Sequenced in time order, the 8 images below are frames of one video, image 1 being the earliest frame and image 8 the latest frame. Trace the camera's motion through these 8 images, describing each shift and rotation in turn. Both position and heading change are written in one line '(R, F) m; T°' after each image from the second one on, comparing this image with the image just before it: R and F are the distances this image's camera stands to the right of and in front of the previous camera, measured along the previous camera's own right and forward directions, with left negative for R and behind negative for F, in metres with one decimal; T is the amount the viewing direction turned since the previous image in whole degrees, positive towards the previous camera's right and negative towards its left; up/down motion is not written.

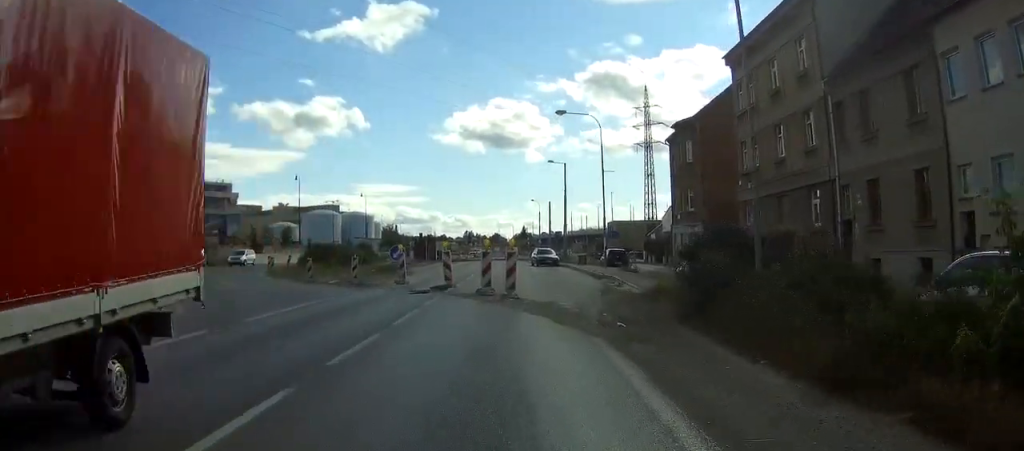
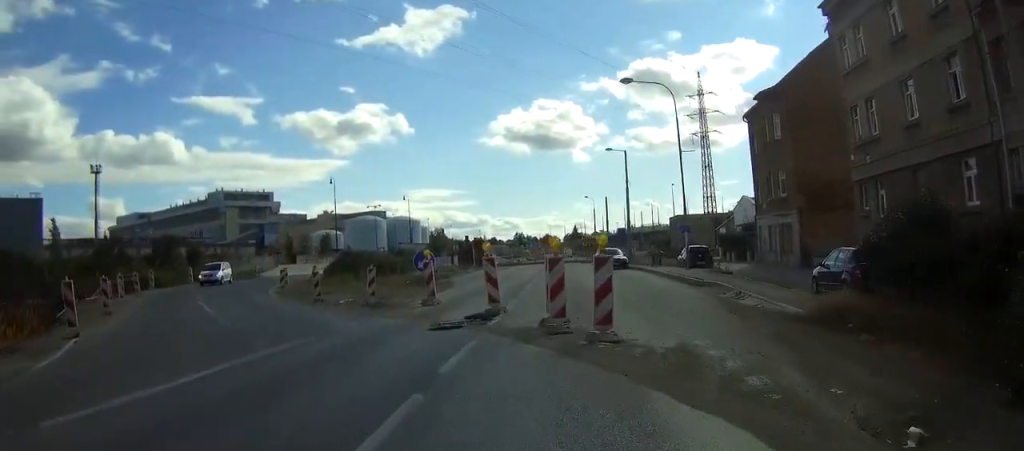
(+0.1, +9.2) m; 0°
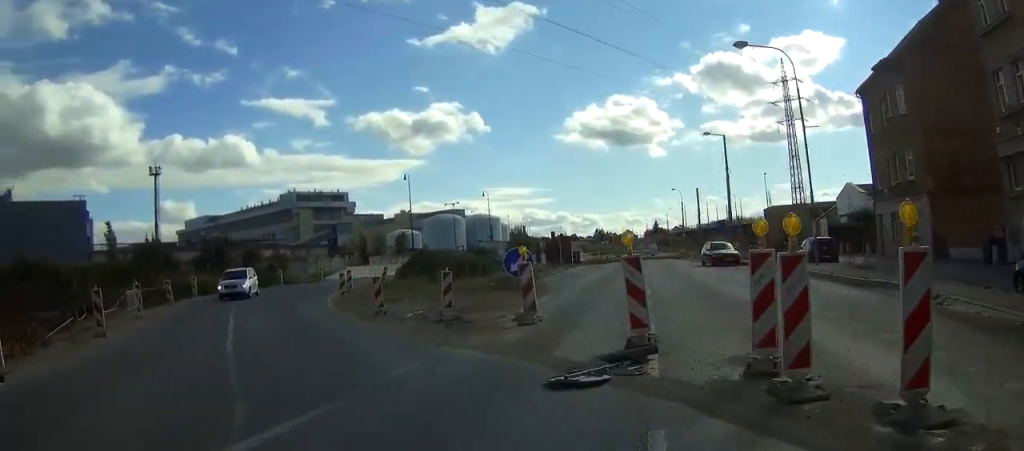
(-0.1, +6.3) m; -3°
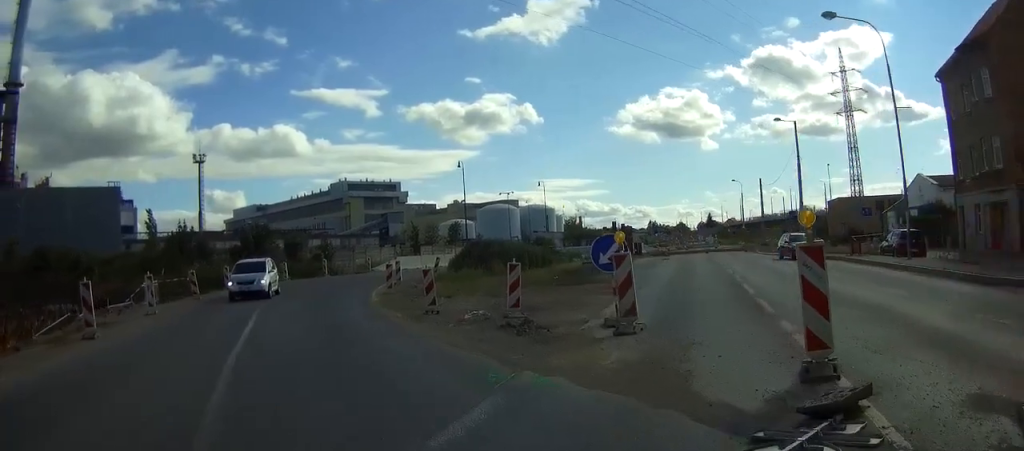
(0.0, +3.7) m; -3°
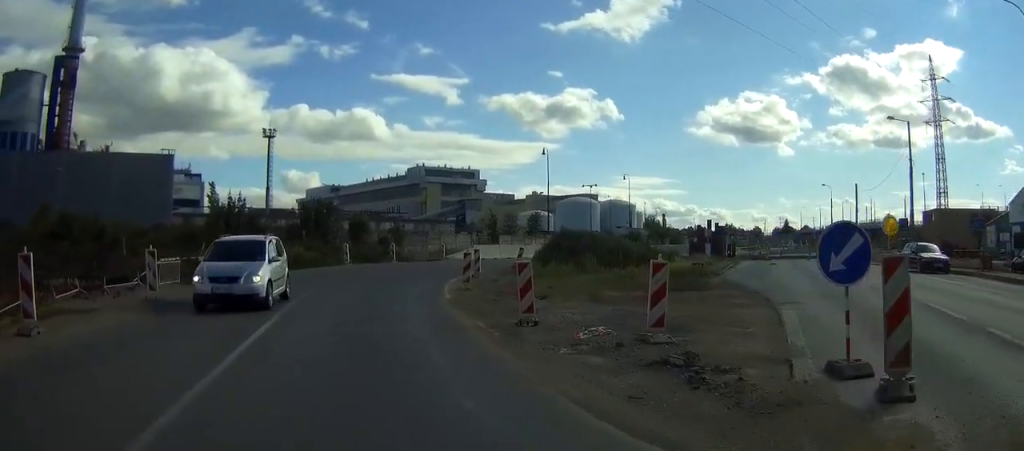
(-0.3, +5.7) m; -9°
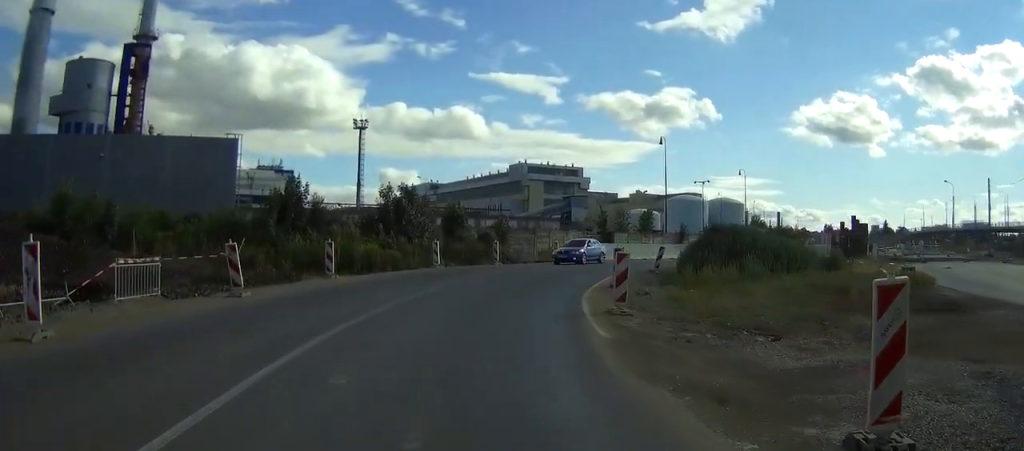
(-1.6, +9.4) m; -16°
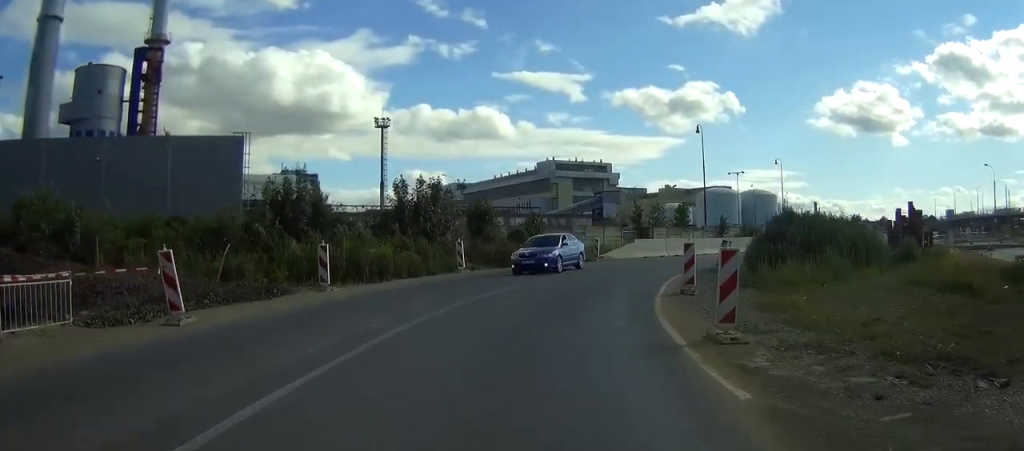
(-0.4, +5.0) m; -2°
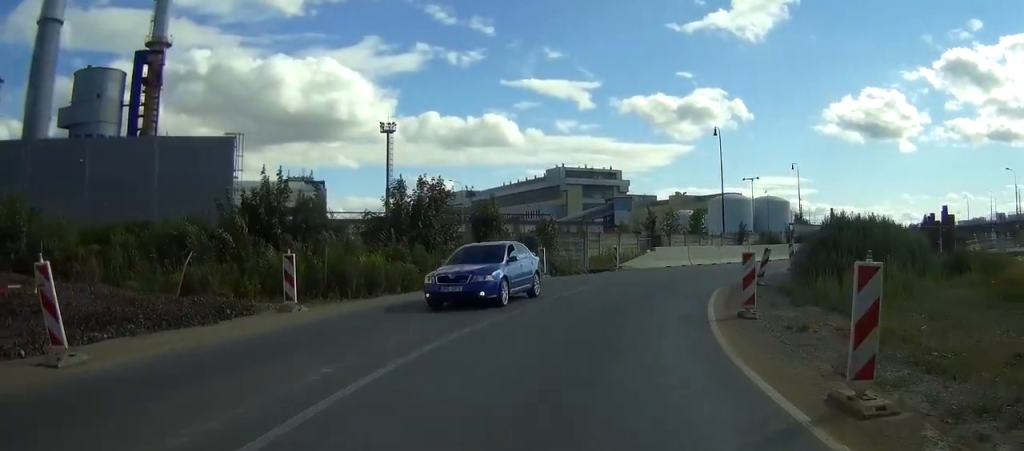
(-0.1, +3.8) m; 0°
